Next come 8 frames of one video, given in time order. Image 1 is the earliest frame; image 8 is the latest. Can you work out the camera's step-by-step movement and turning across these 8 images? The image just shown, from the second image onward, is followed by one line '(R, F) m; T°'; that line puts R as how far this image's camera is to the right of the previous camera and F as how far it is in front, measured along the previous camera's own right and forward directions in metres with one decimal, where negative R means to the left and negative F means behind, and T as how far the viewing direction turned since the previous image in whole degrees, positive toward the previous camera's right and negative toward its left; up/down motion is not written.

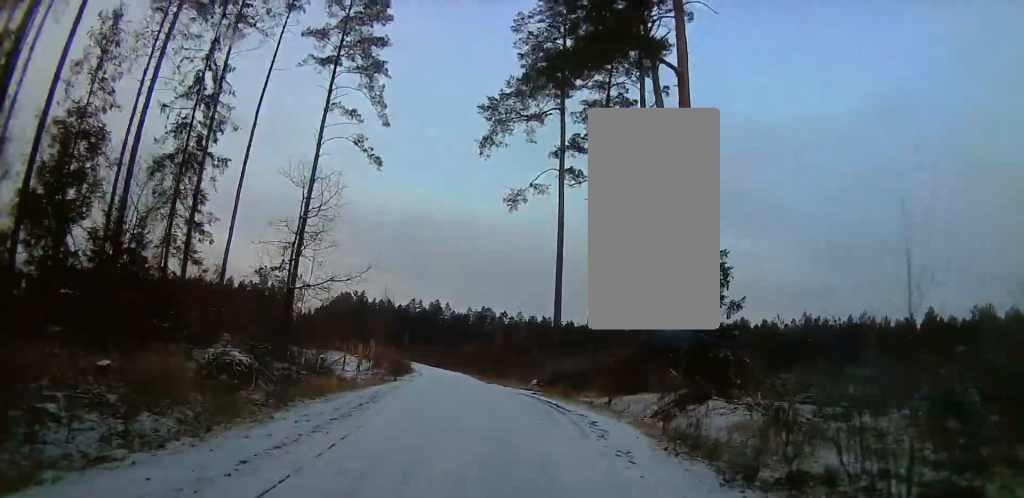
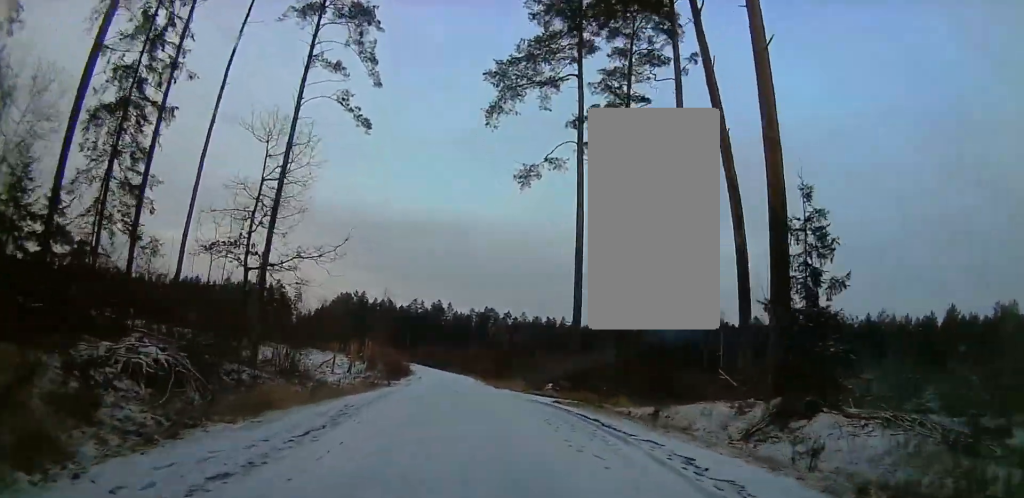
(0.0, +7.1) m; 0°
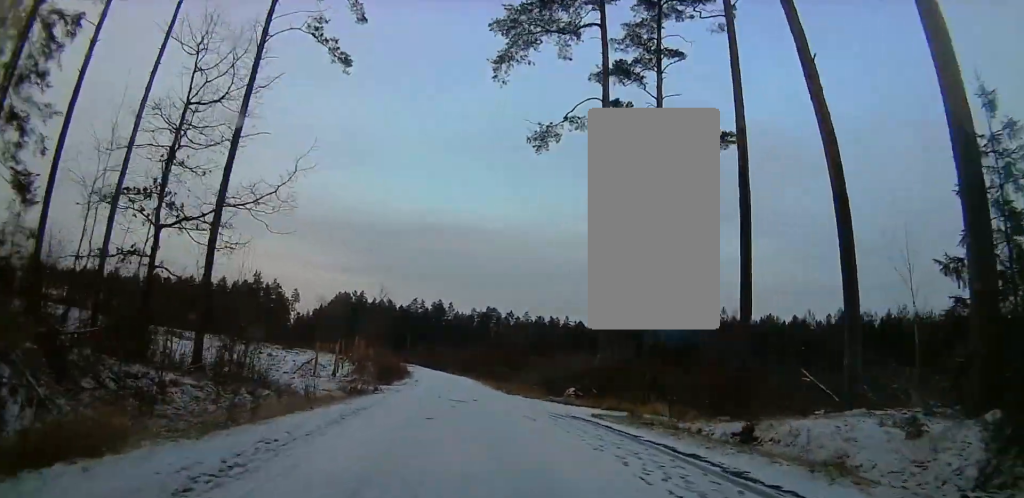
(0.0, +7.6) m; 0°
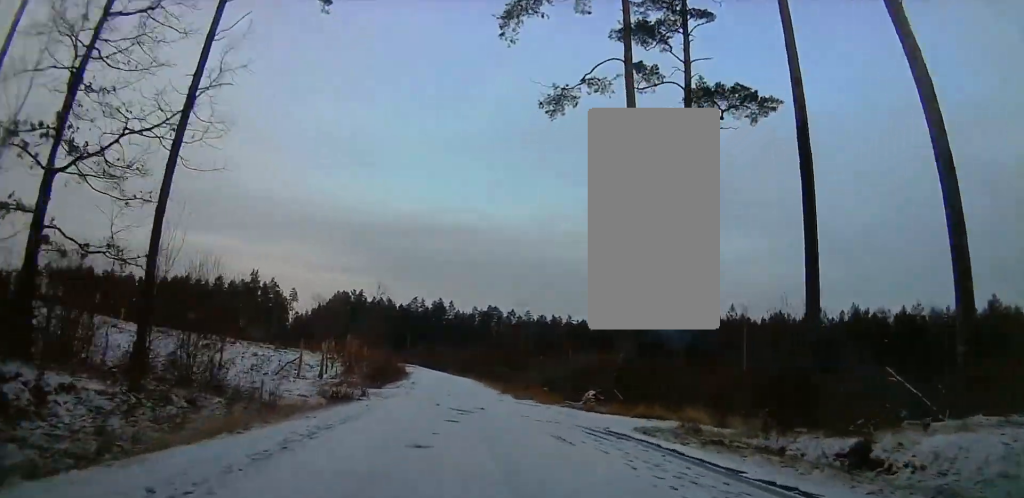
(0.0, +5.1) m; 0°
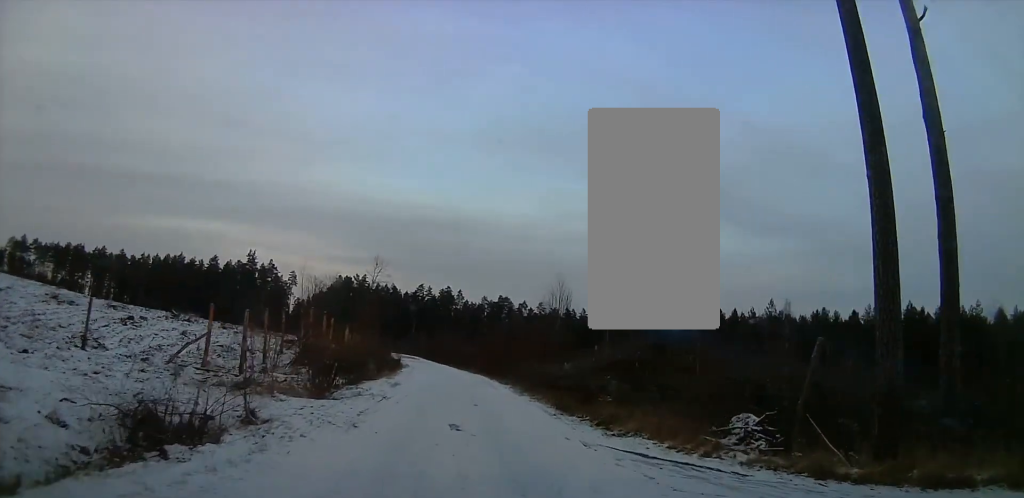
(0.0, +16.8) m; 0°
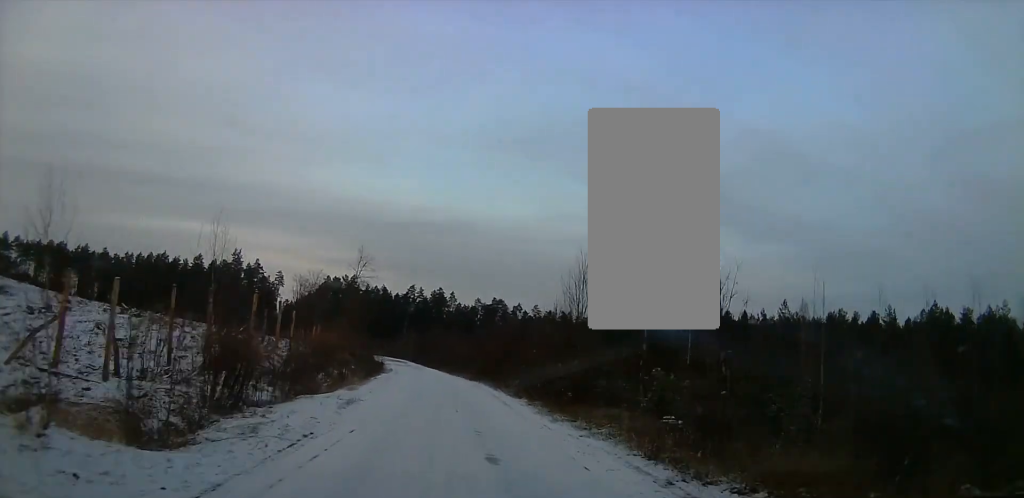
(0.0, +9.8) m; 0°
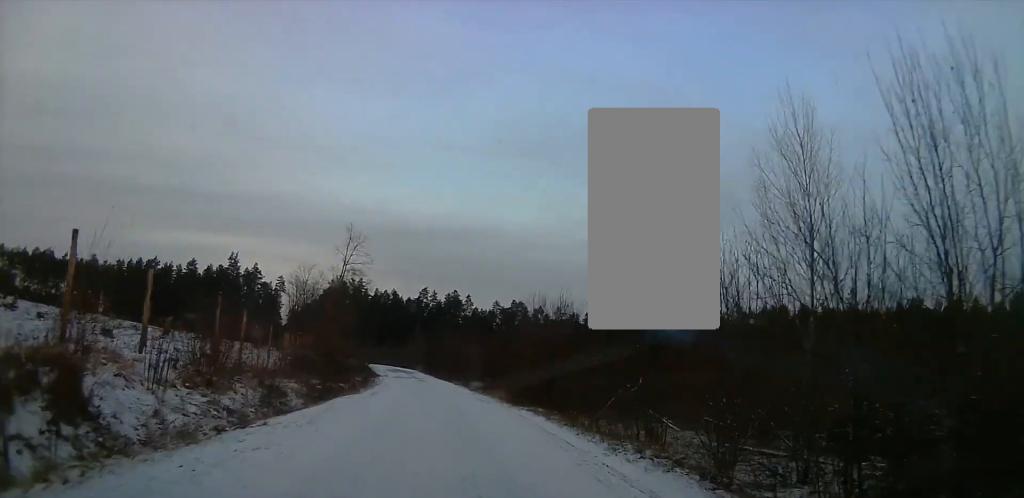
(+0.2, +20.5) m; -2°
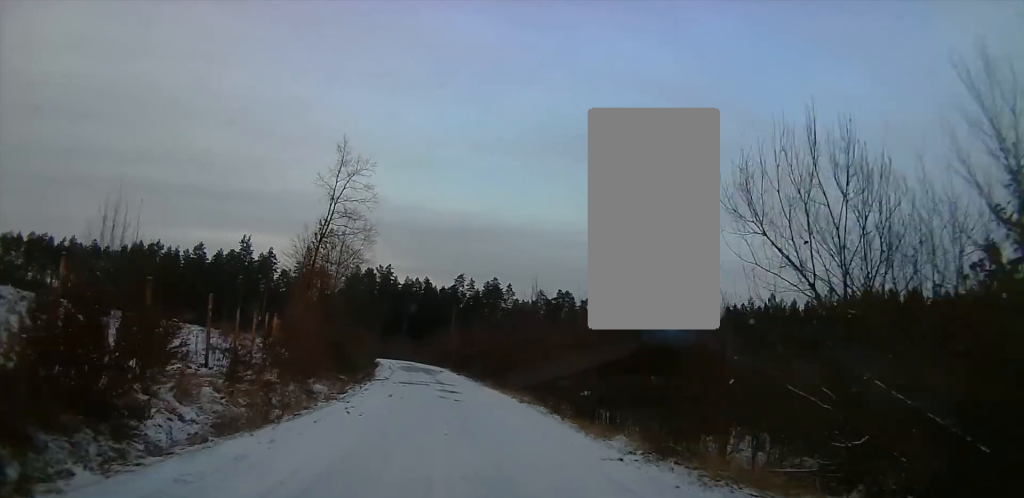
(-1.4, +25.6) m; -3°
